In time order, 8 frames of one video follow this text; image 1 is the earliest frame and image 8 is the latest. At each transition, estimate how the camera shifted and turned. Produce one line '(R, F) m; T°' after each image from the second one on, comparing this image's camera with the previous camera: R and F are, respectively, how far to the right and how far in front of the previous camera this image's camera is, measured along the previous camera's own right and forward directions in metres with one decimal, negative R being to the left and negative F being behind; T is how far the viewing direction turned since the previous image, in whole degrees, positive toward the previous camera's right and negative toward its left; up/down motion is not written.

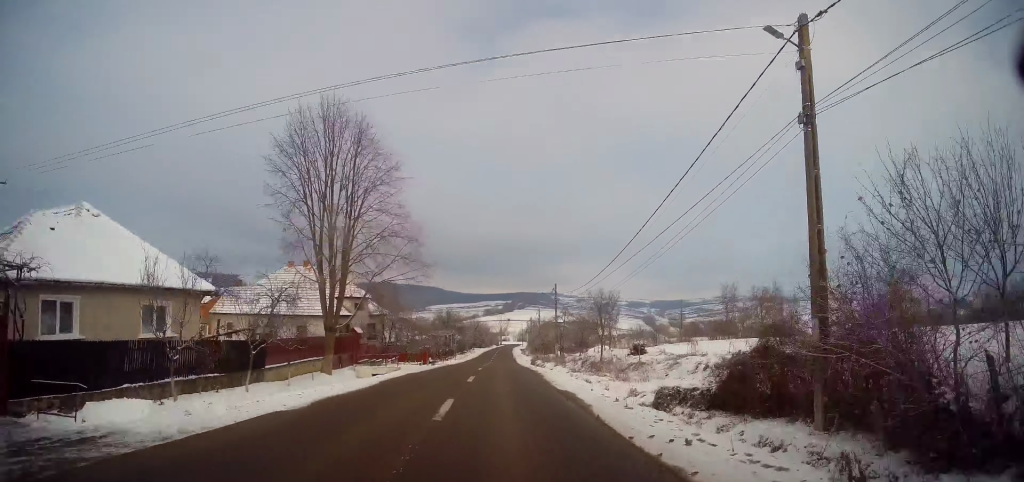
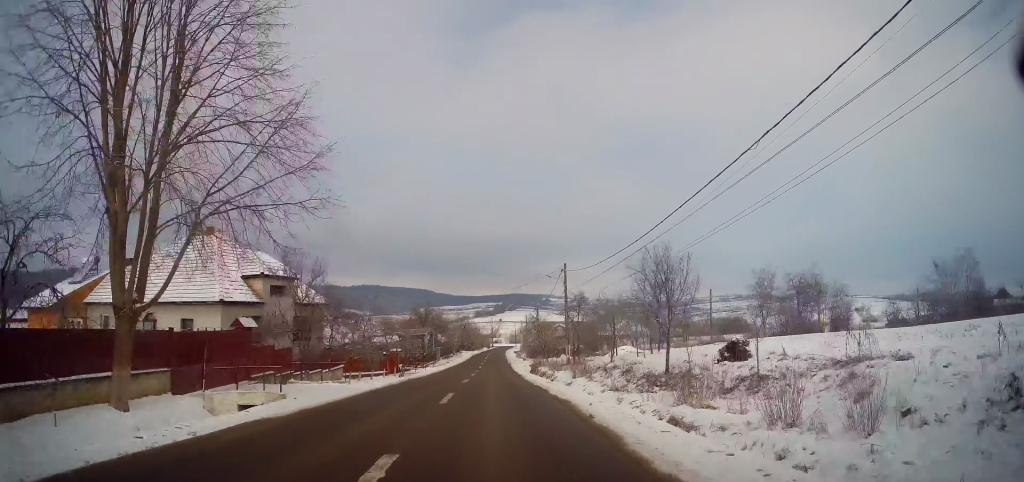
(+0.4, +14.8) m; +2°
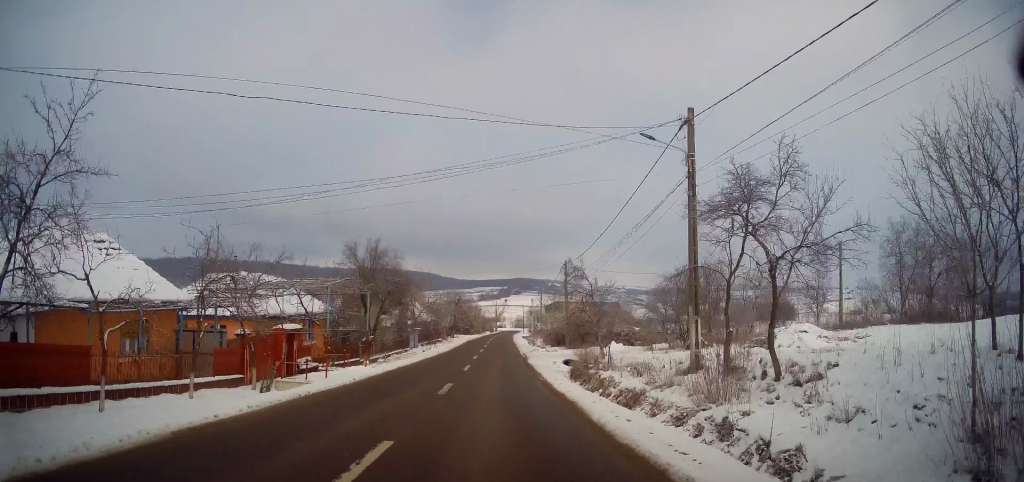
(+0.3, +26.9) m; 0°
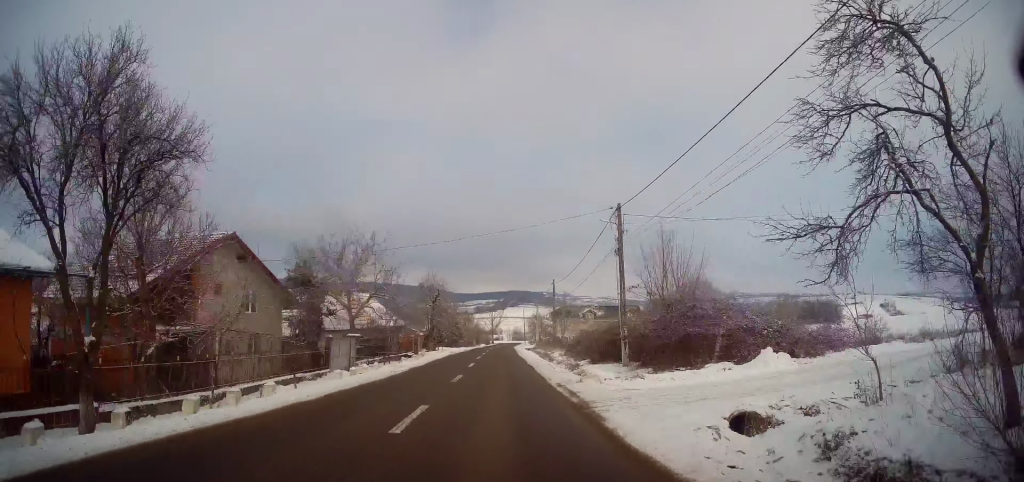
(-0.1, +23.2) m; 0°
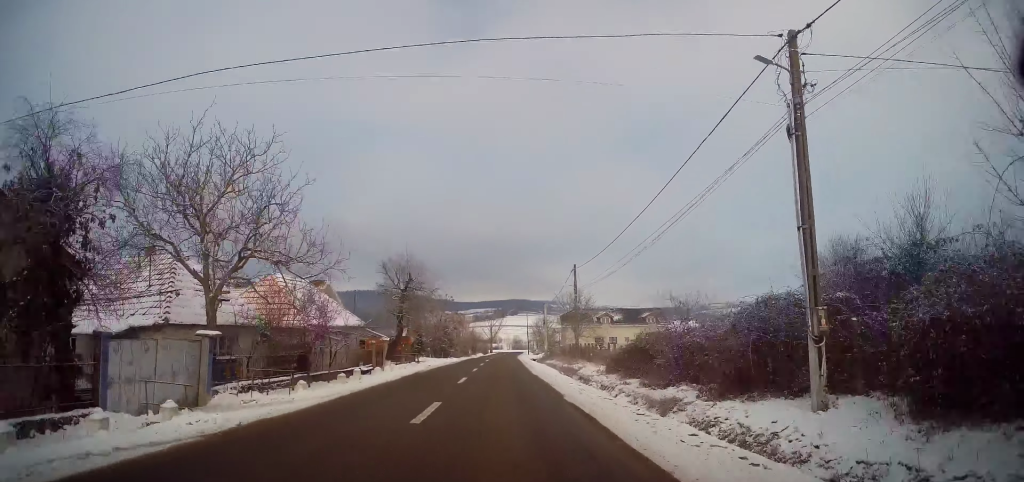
(+0.1, +16.5) m; 0°
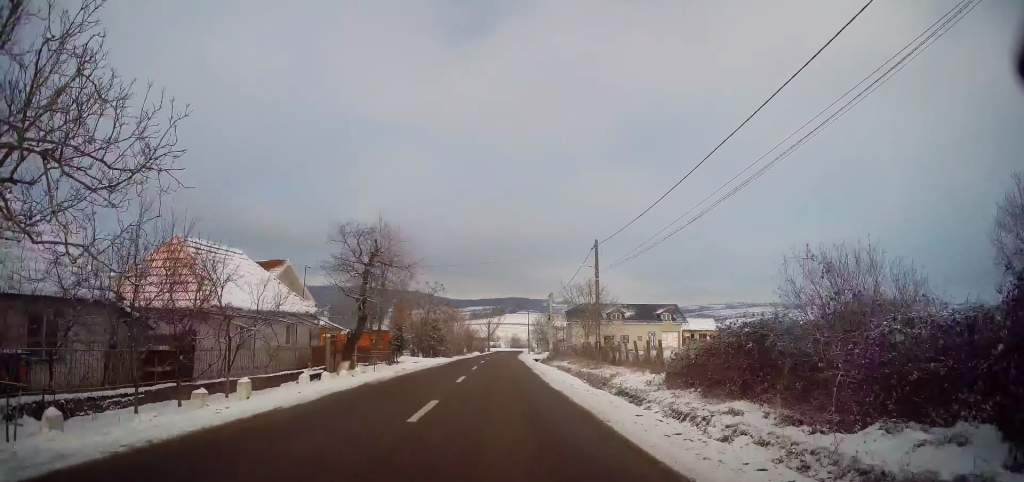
(-0.2, +9.5) m; 0°
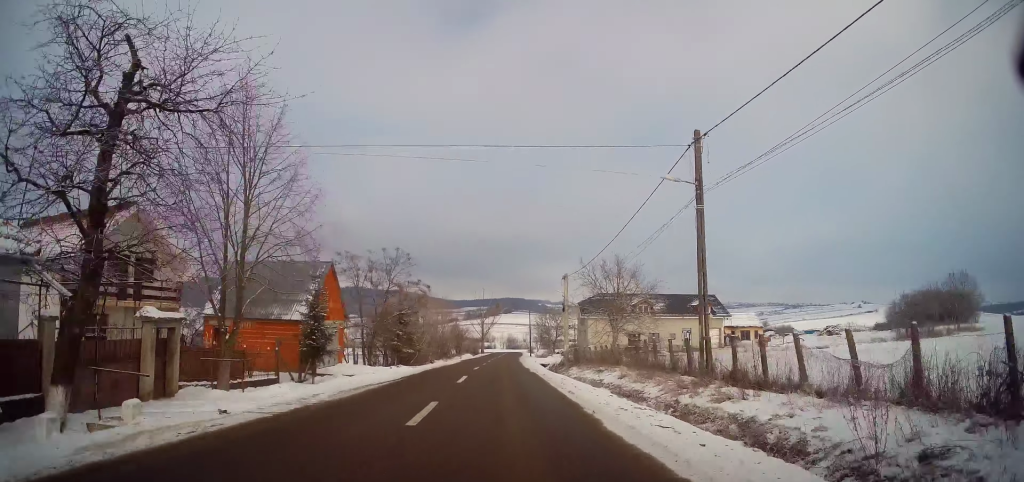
(+0.2, +17.9) m; +1°
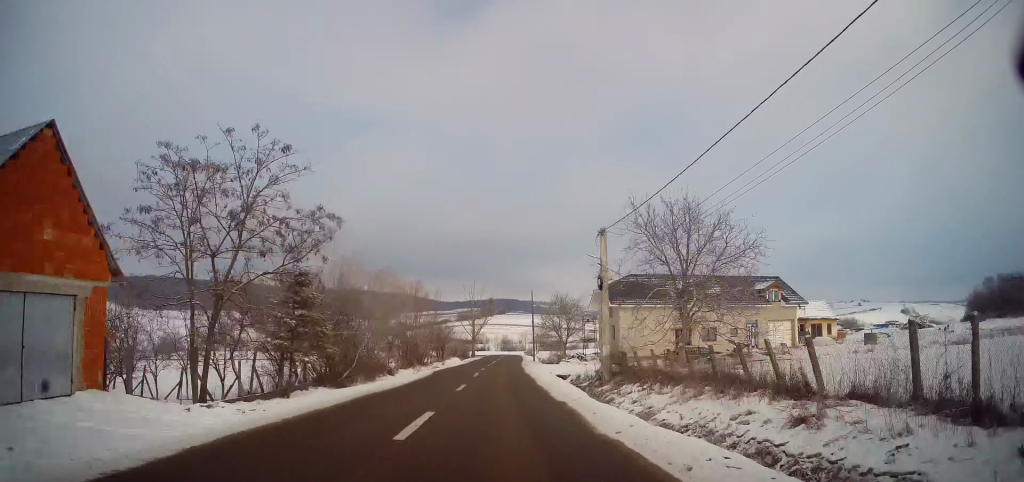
(+0.2, +19.3) m; 0°
